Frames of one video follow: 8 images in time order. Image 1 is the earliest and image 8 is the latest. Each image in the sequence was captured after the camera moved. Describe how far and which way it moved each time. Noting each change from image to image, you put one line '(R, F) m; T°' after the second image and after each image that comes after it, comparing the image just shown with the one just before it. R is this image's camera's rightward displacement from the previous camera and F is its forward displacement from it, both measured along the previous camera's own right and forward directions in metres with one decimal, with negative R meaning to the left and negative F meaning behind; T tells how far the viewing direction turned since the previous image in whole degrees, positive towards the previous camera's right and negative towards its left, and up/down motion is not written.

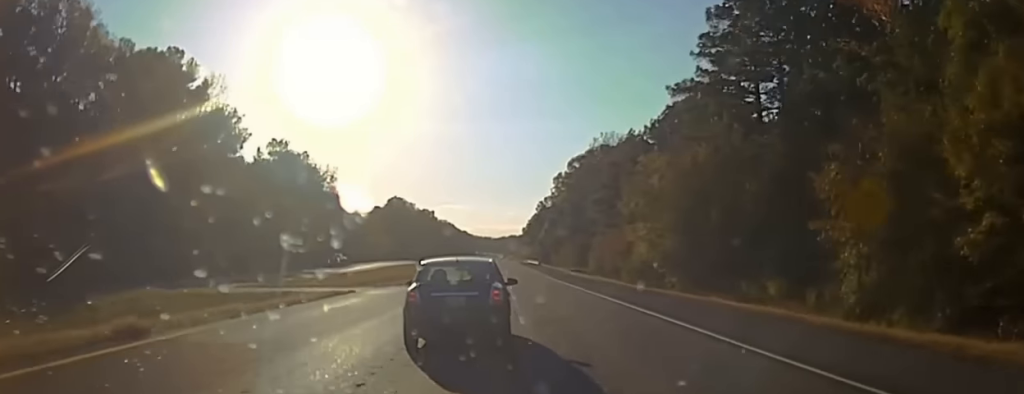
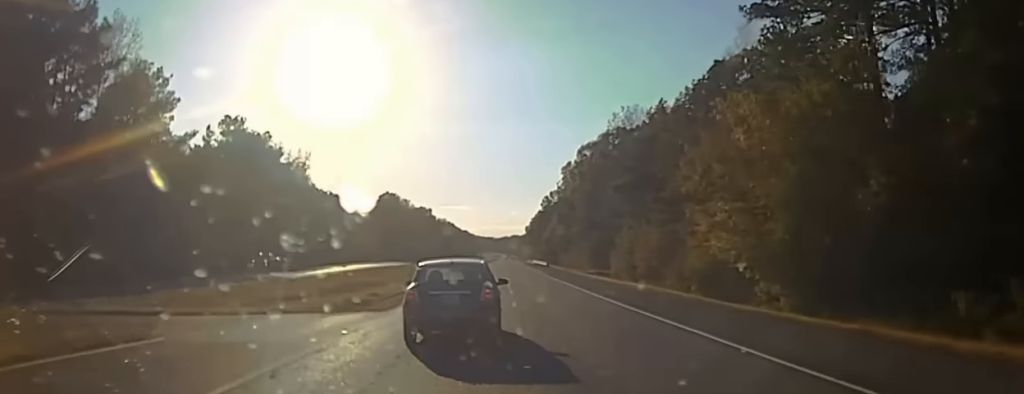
(-0.1, +31.0) m; 0°
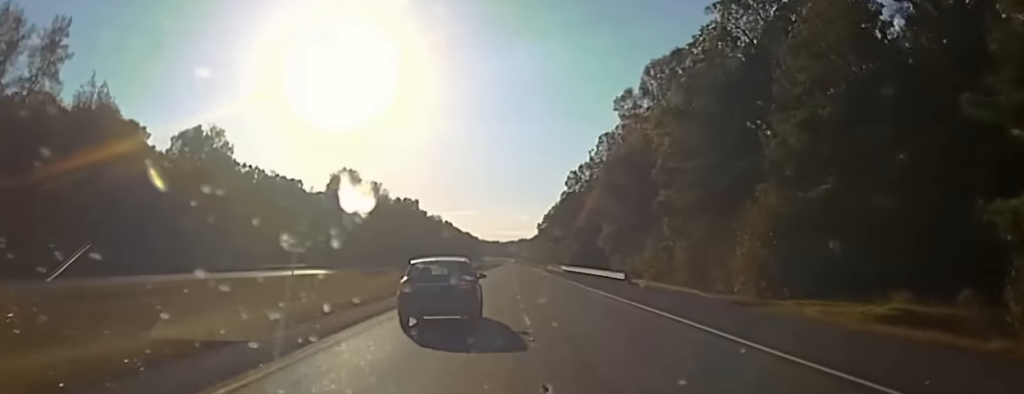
(-0.5, +92.5) m; -1°
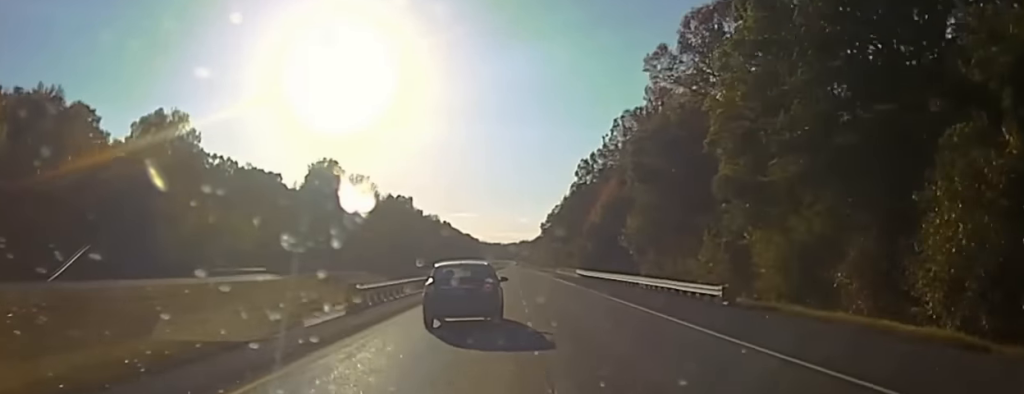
(0.0, +23.9) m; 0°
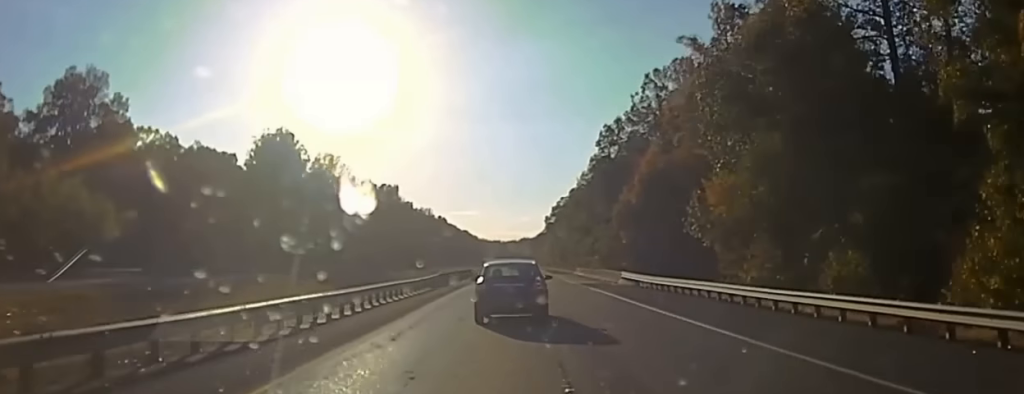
(-0.2, +39.8) m; 0°
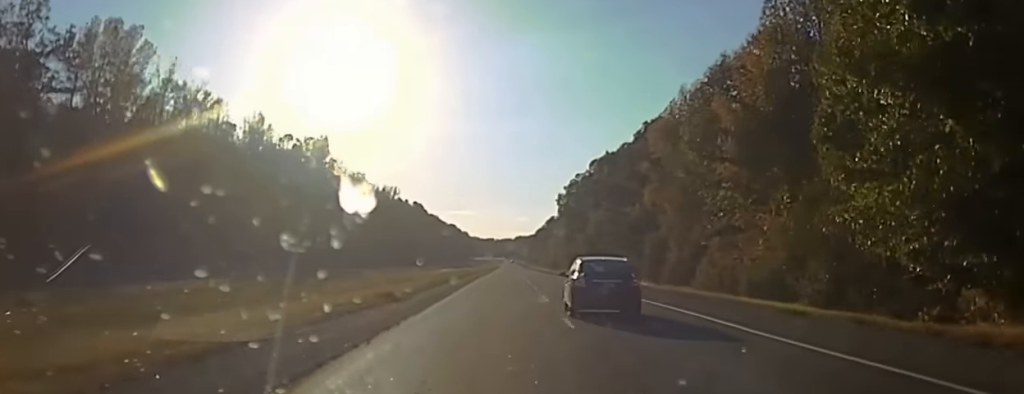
(+0.3, +104.6) m; 0°
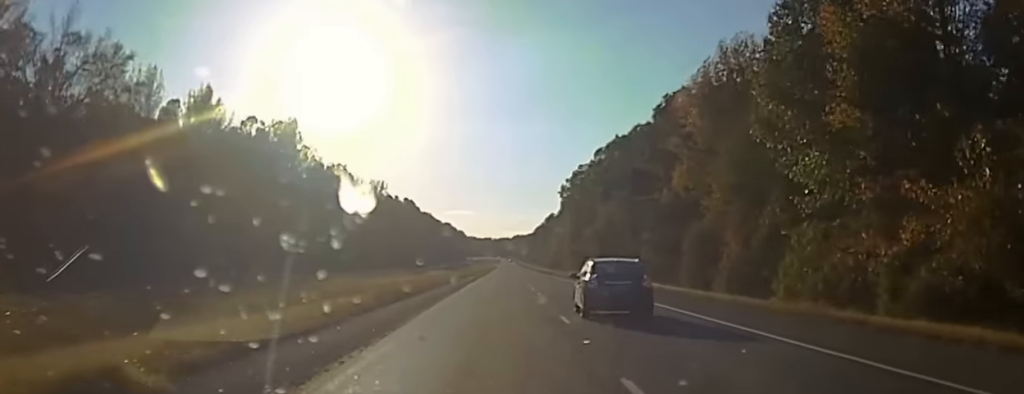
(+0.2, +24.0) m; 0°
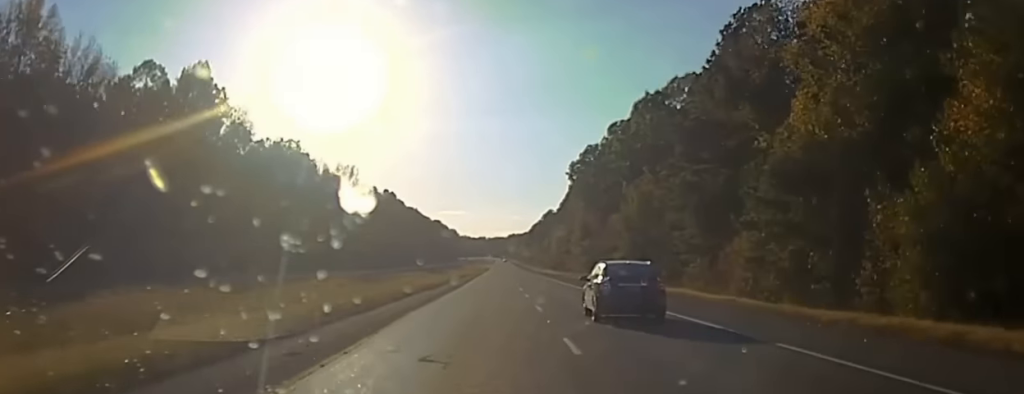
(+0.2, +45.2) m; 0°
